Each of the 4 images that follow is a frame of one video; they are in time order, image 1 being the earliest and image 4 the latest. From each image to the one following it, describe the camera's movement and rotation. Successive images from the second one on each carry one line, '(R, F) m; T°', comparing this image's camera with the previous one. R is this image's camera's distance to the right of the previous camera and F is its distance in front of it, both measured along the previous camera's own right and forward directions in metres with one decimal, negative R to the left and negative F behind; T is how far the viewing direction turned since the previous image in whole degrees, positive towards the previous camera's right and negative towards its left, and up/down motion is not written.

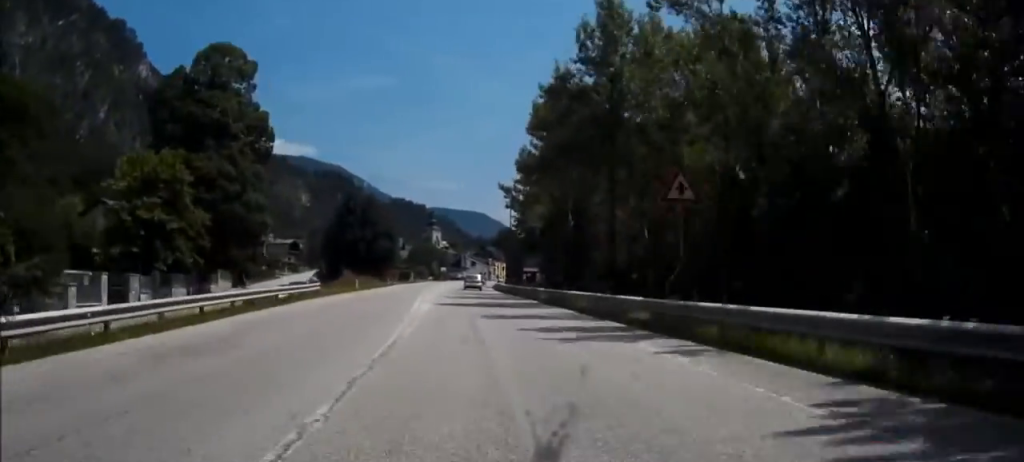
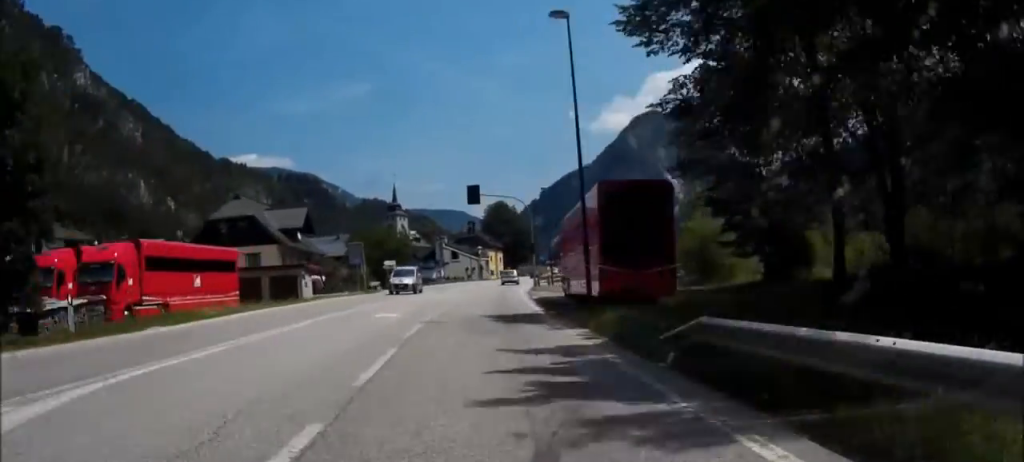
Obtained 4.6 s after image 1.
(-0.6, +81.8) m; +2°
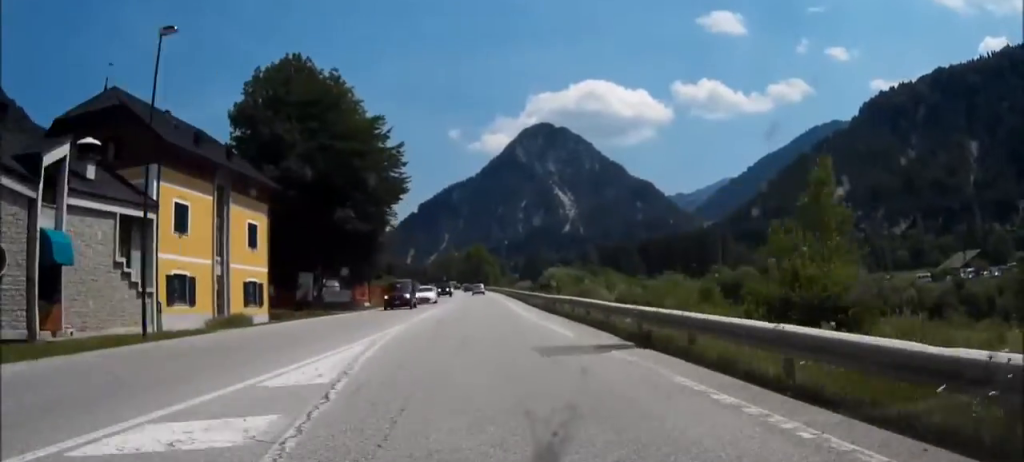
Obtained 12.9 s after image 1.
(+15.1, +135.1) m; +6°
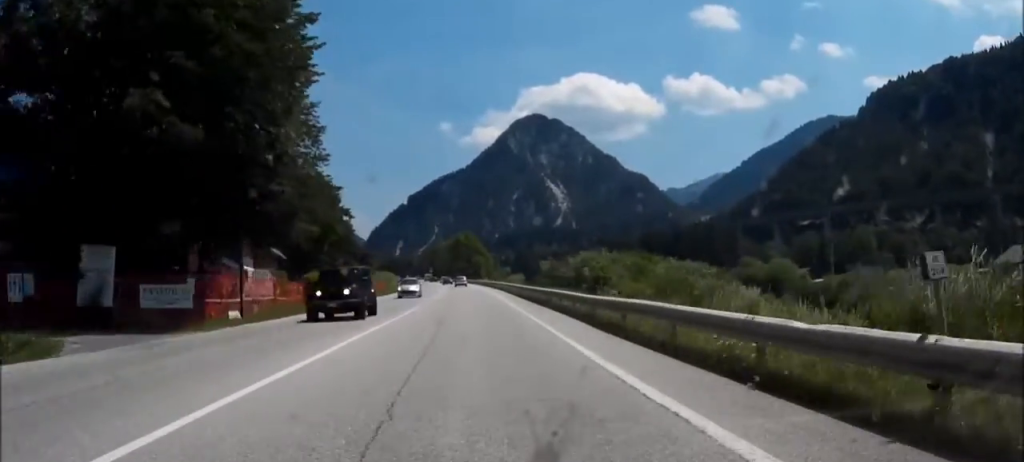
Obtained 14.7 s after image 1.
(+0.2, +30.1) m; 0°
